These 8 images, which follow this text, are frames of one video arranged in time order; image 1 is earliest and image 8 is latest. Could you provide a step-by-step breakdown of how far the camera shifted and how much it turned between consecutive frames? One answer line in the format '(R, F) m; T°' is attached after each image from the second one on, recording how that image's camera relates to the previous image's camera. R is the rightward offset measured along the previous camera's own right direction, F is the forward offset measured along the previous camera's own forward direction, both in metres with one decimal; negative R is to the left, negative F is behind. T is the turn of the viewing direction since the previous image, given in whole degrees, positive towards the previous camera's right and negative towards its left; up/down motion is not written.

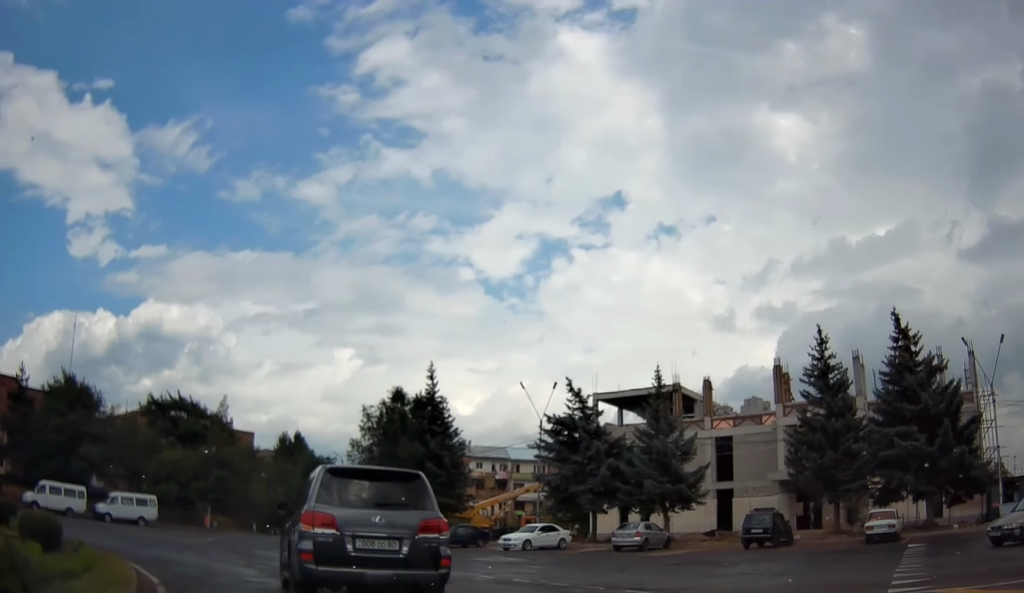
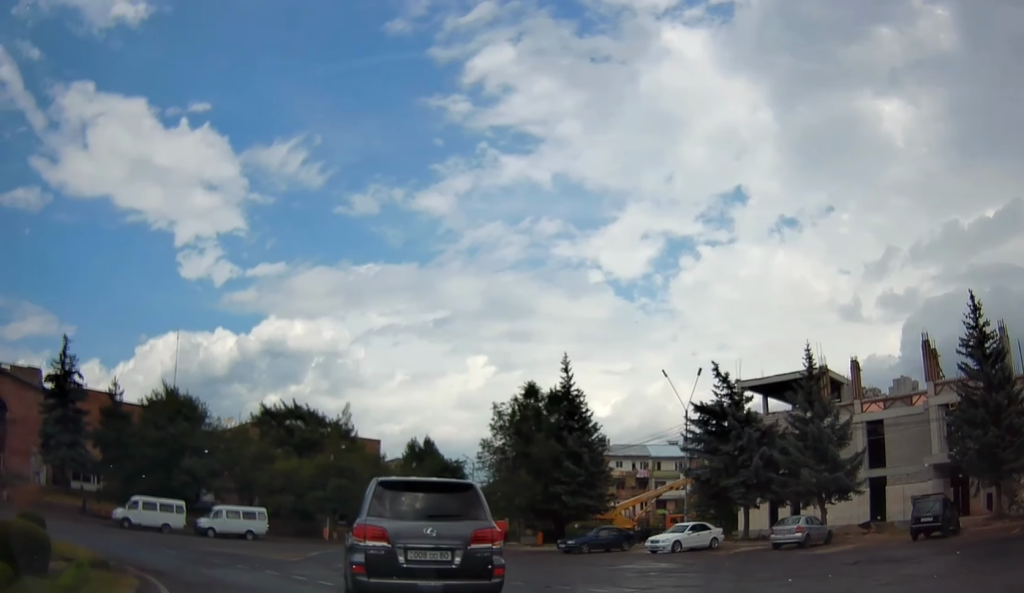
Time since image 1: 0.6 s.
(-0.2, +3.4) m; -15°
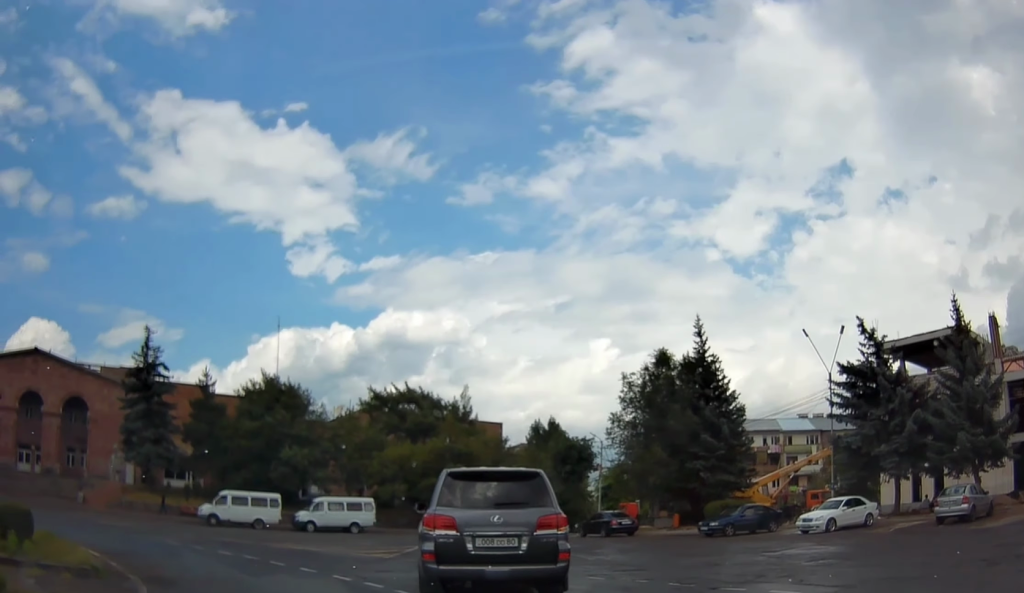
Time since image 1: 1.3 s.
(-0.8, +3.9) m; -13°
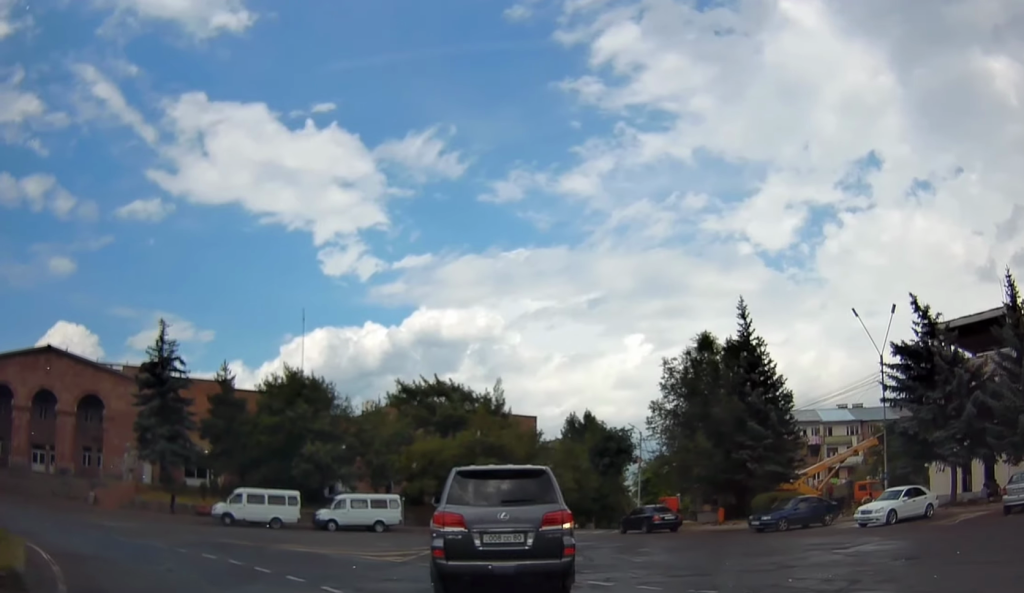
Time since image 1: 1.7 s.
(-0.2, +2.5) m; -7°
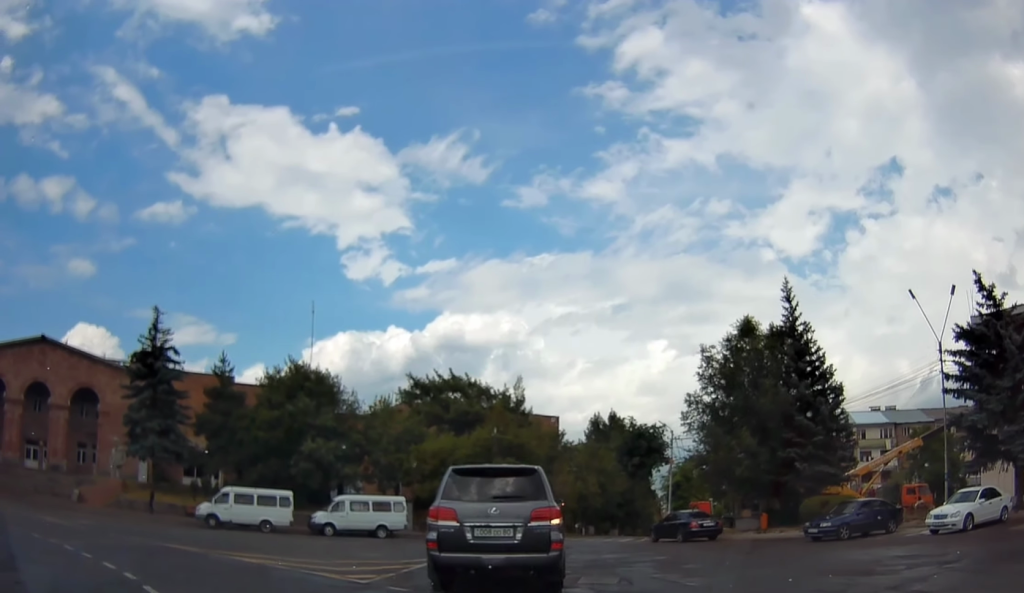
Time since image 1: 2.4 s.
(-0.1, +4.0) m; -11°
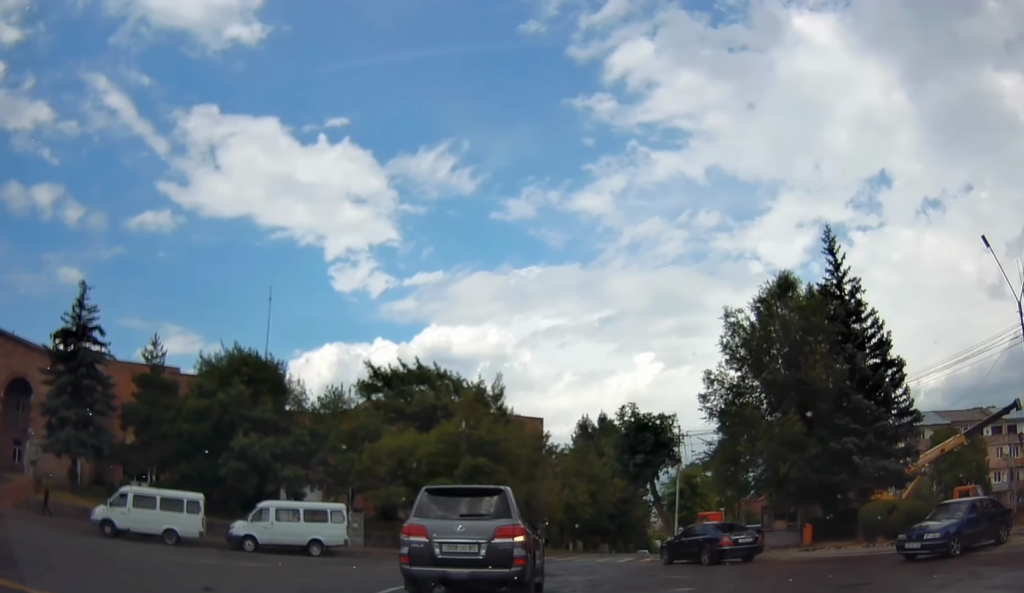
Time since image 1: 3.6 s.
(-1.3, +7.7) m; -8°
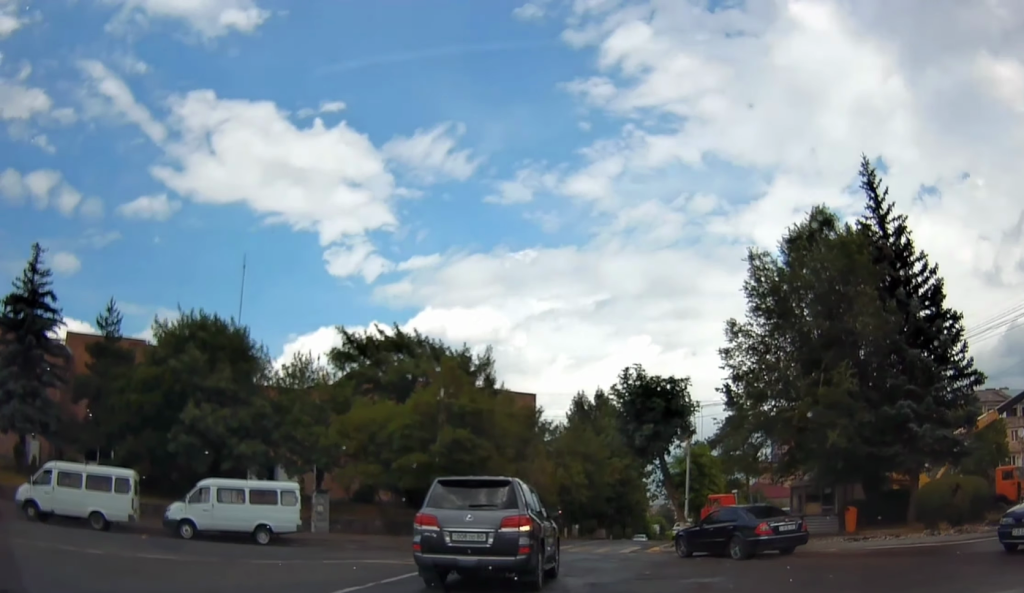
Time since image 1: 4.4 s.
(+0.2, +5.0) m; +3°
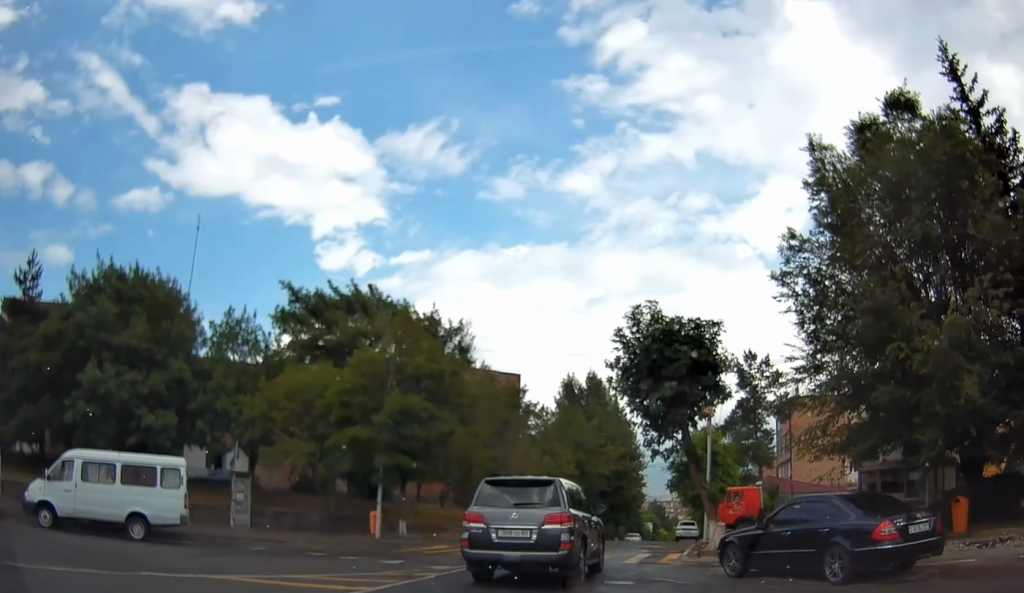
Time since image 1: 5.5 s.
(+0.1, +7.5) m; -3°
